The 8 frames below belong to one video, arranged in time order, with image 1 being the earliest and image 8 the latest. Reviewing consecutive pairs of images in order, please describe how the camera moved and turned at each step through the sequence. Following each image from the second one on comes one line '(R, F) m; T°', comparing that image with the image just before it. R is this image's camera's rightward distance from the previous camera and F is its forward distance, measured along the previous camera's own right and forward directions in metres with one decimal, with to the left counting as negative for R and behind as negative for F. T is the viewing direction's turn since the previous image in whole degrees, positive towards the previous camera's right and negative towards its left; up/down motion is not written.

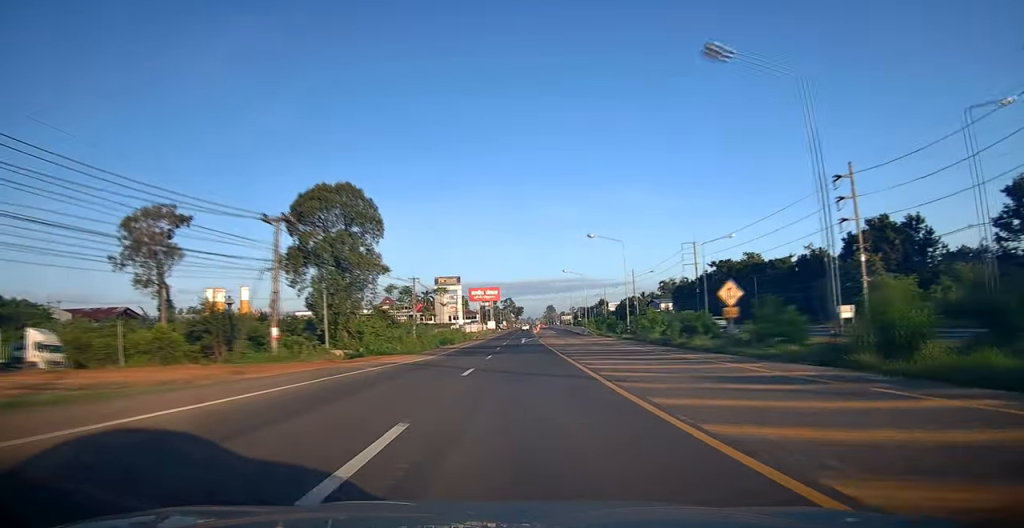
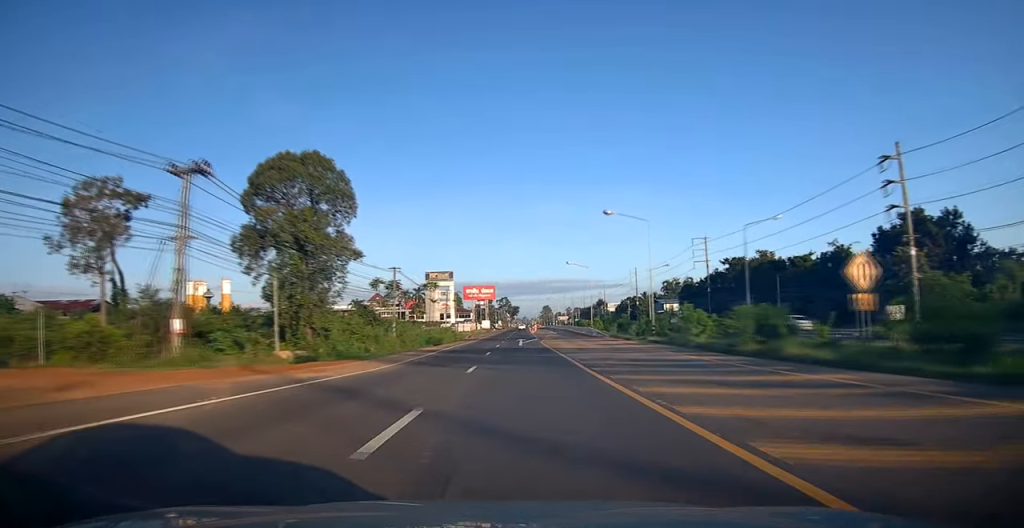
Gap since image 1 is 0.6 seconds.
(0.0, +10.5) m; 0°
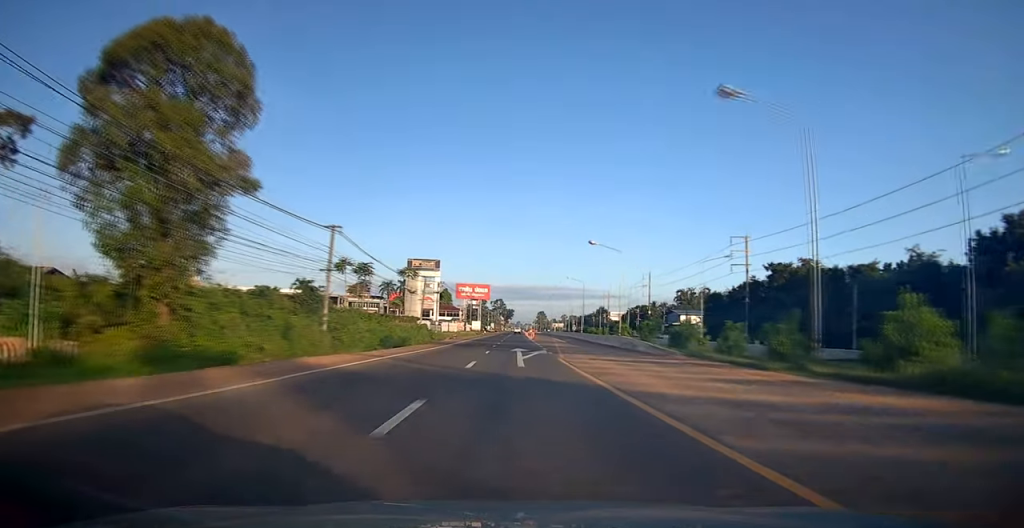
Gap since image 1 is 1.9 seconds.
(+0.1, +23.5) m; 0°
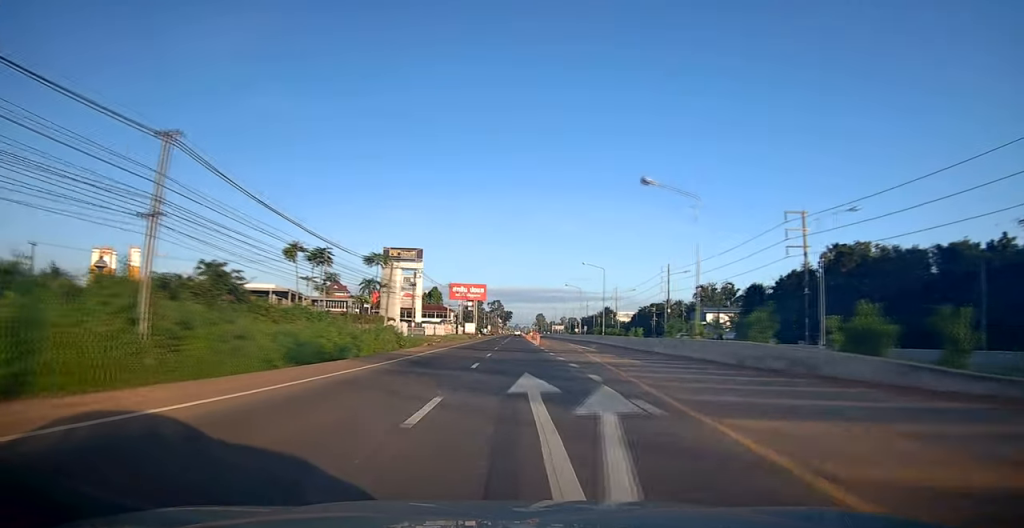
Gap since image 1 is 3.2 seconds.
(0.0, +23.0) m; -2°
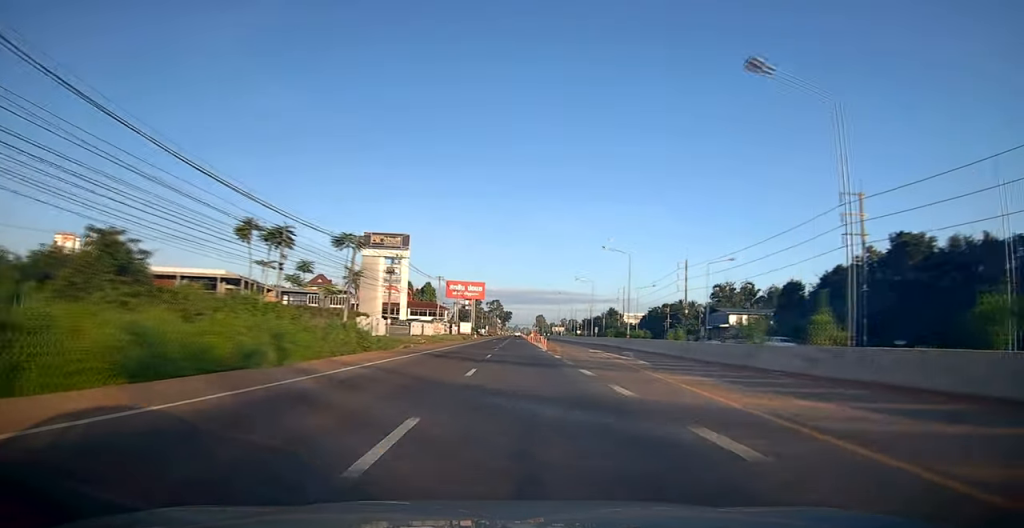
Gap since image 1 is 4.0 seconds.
(-0.3, +15.1) m; -1°
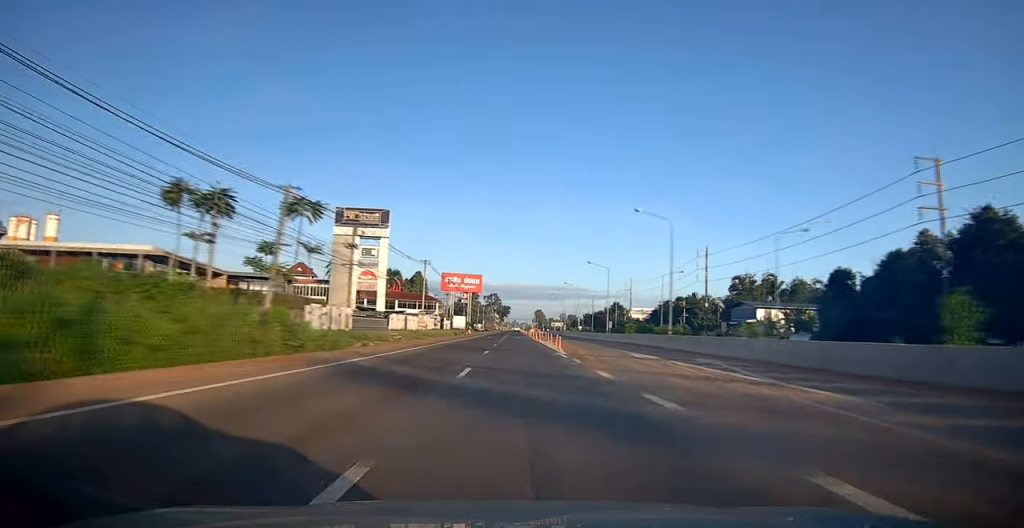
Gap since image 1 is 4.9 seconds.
(-0.1, +15.1) m; +1°
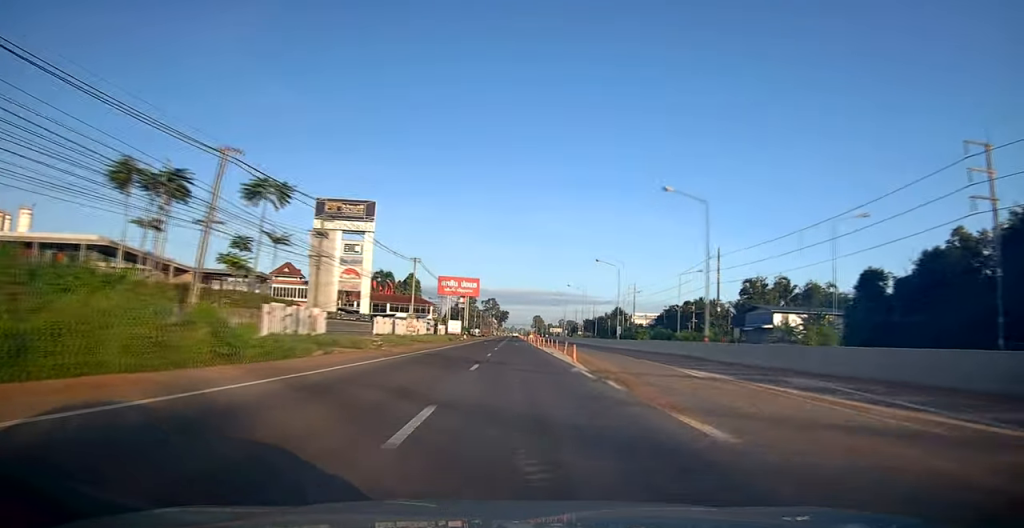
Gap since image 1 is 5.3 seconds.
(+0.2, +7.9) m; +1°
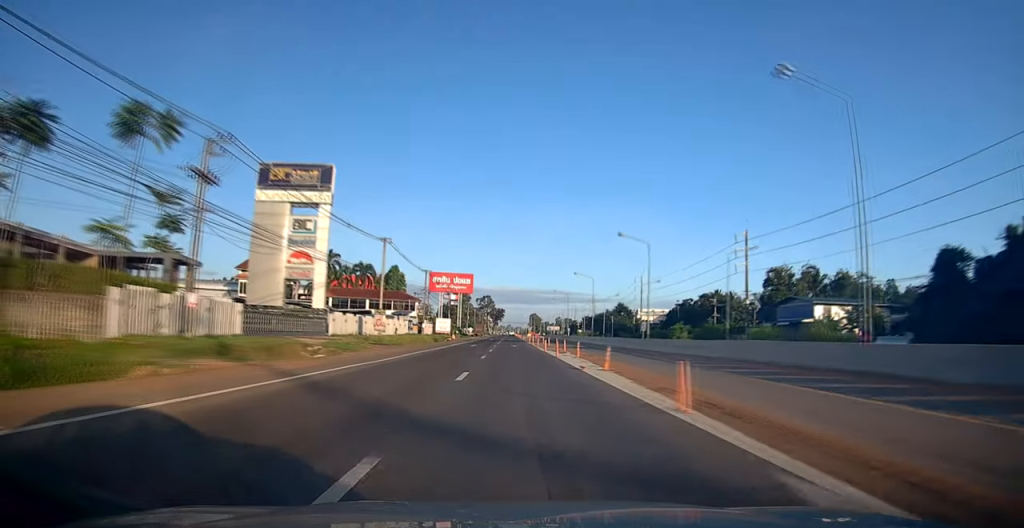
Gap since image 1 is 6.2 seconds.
(+0.2, +15.9) m; +1°
